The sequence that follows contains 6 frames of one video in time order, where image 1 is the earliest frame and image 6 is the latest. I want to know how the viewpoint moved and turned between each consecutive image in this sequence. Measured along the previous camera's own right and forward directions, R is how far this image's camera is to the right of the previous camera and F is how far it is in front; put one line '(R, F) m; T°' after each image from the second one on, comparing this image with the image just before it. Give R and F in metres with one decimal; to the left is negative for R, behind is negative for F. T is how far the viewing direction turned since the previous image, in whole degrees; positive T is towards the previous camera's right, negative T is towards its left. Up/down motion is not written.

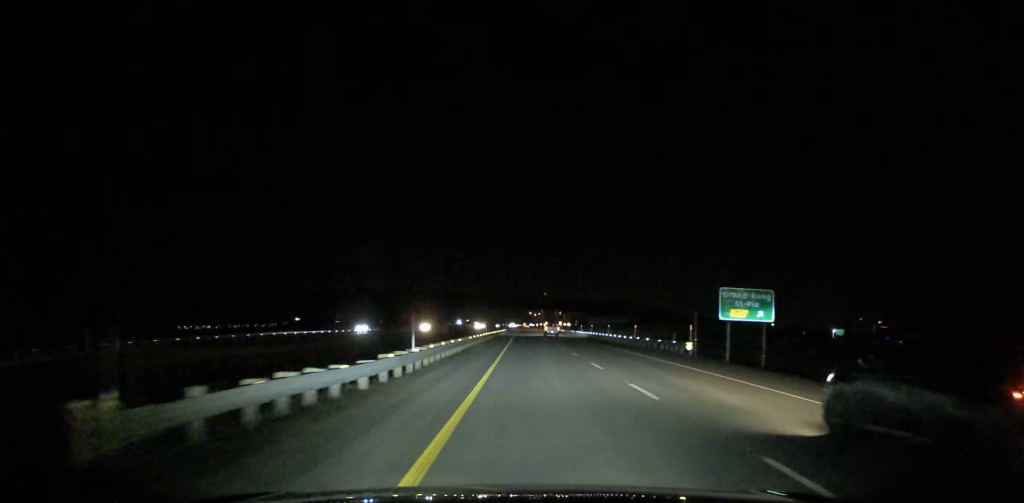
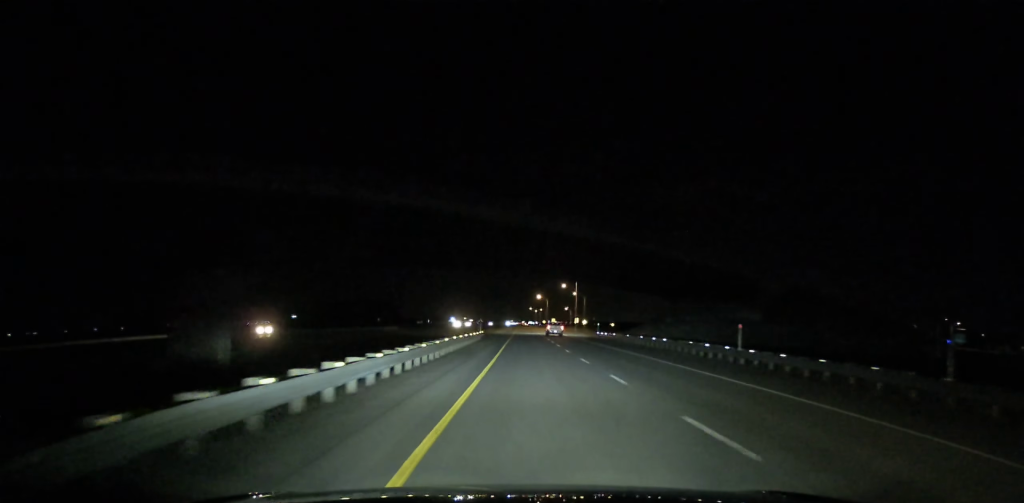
(-0.1, +90.0) m; 0°
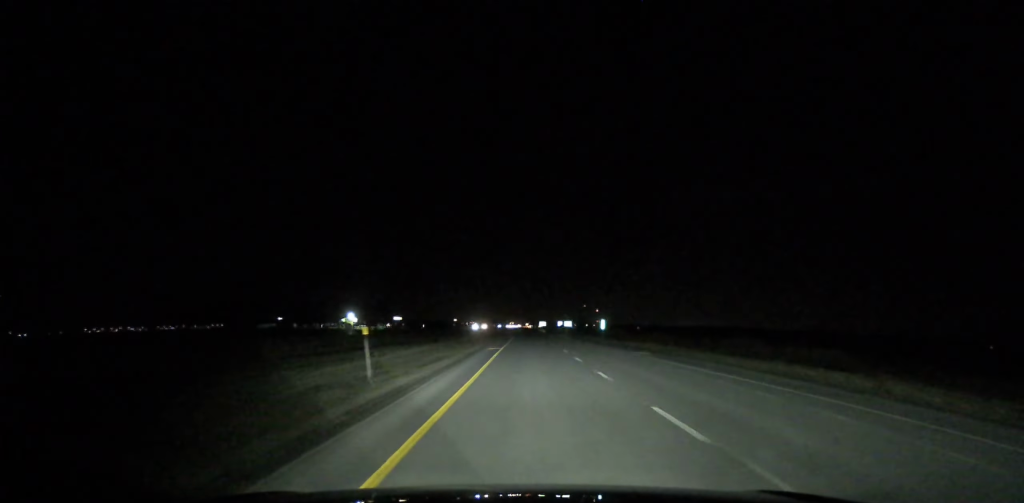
(+1.2, +658.4) m; 0°
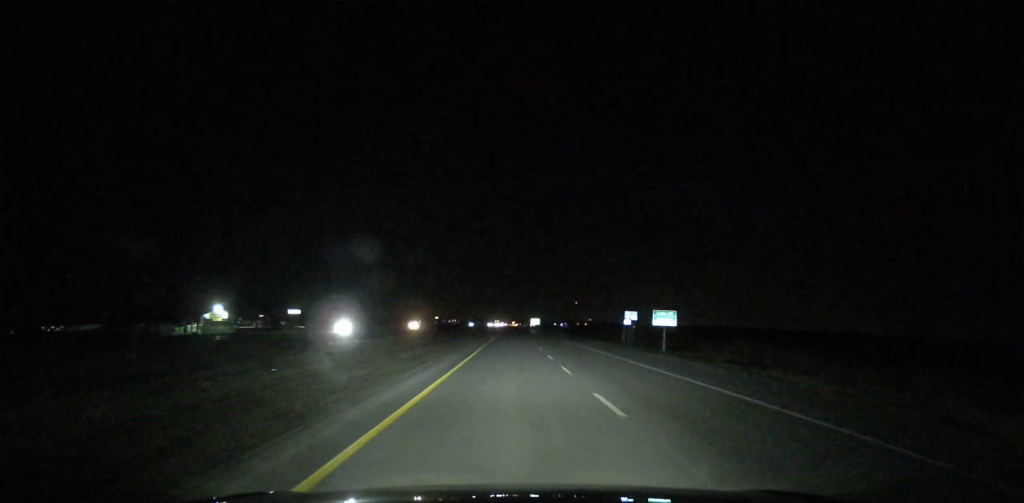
(+0.7, +180.5) m; 0°
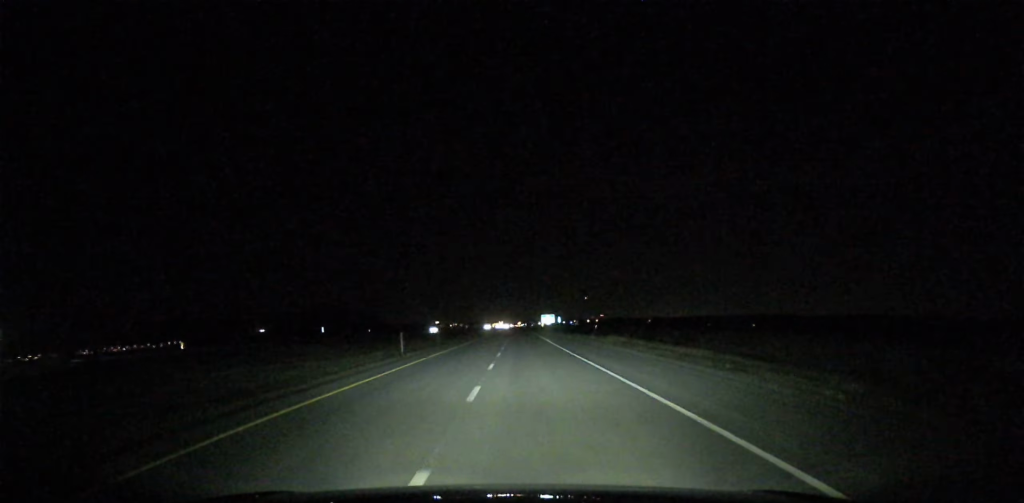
(+0.1, +162.9) m; 0°
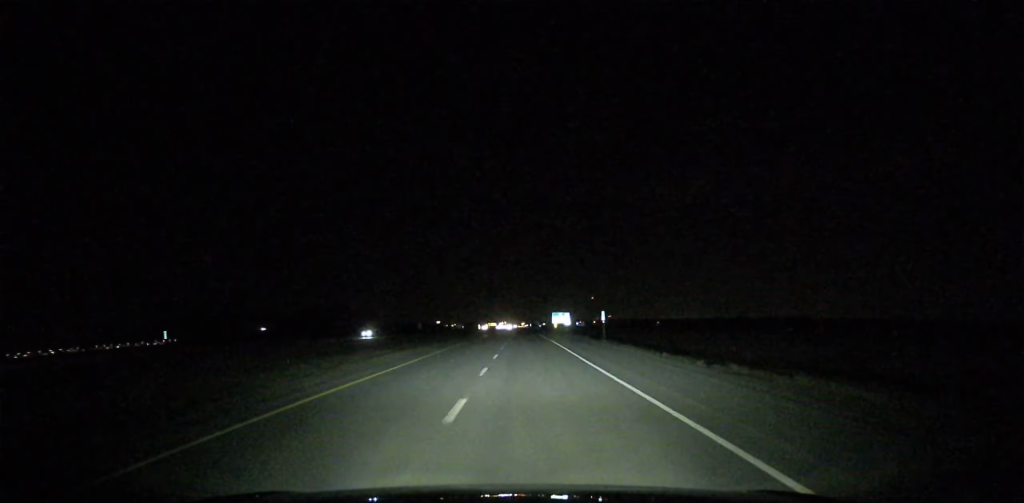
(+0.1, +75.6) m; 0°
